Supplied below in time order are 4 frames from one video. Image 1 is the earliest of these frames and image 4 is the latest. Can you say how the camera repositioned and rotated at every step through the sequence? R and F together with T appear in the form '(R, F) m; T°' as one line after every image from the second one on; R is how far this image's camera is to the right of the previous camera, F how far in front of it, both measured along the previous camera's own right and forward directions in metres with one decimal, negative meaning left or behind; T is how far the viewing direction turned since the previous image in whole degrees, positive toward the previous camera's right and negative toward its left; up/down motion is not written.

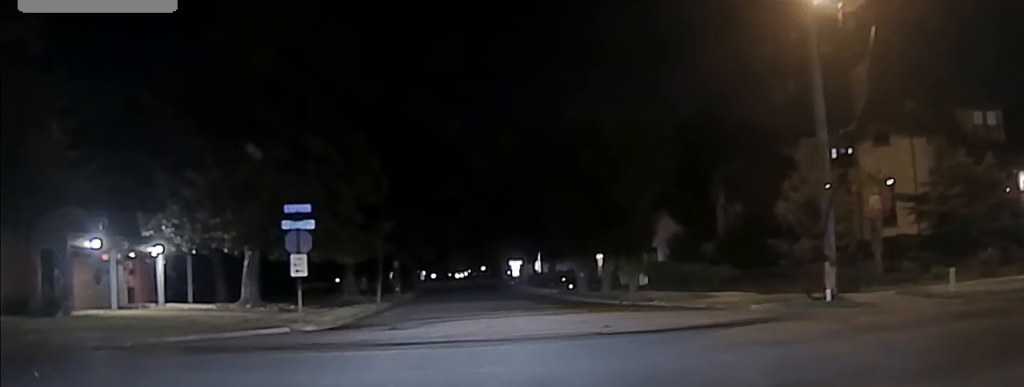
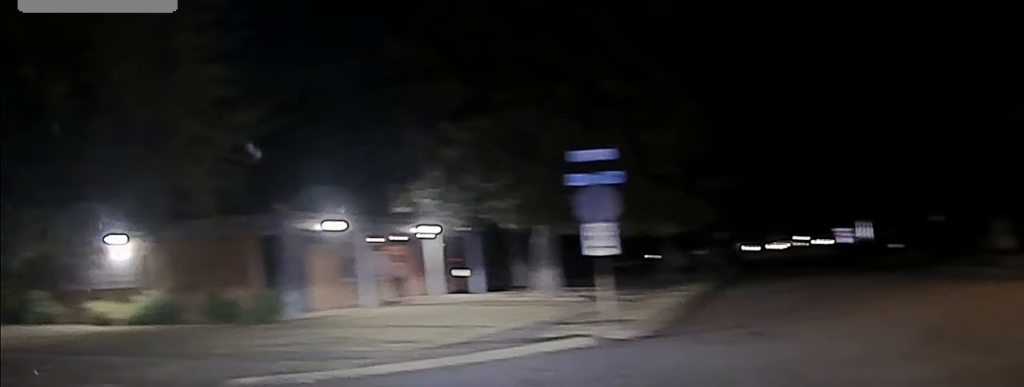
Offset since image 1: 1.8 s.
(-4.1, +8.3) m; -49°
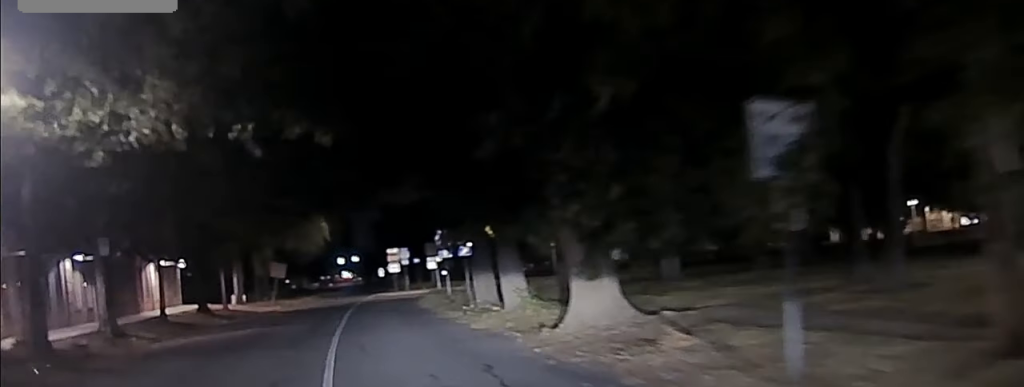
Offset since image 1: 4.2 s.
(-7.1, +19.2) m; -28°
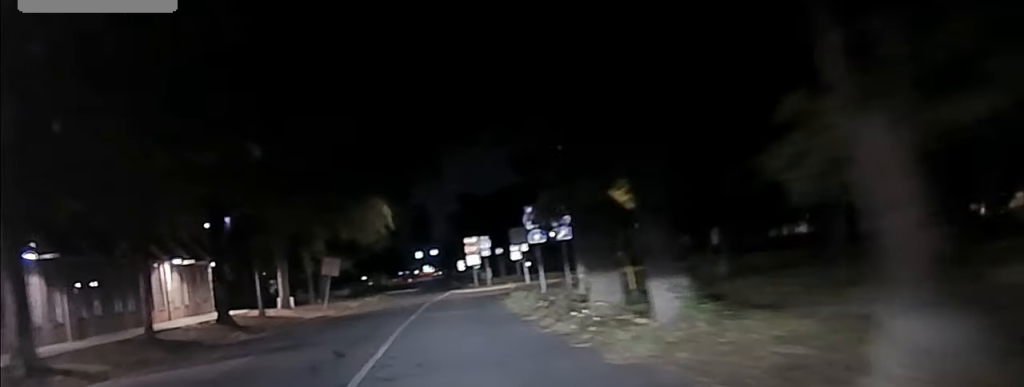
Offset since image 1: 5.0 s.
(-0.3, +11.1) m; -1°
